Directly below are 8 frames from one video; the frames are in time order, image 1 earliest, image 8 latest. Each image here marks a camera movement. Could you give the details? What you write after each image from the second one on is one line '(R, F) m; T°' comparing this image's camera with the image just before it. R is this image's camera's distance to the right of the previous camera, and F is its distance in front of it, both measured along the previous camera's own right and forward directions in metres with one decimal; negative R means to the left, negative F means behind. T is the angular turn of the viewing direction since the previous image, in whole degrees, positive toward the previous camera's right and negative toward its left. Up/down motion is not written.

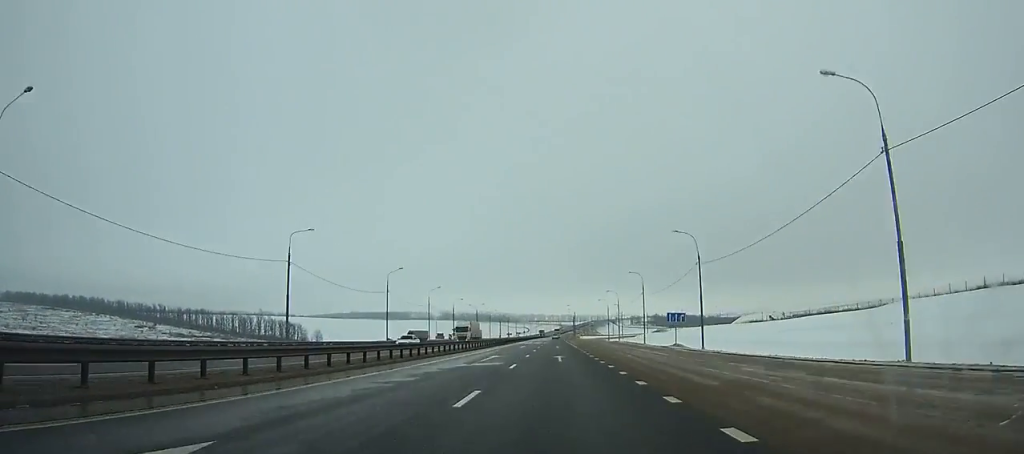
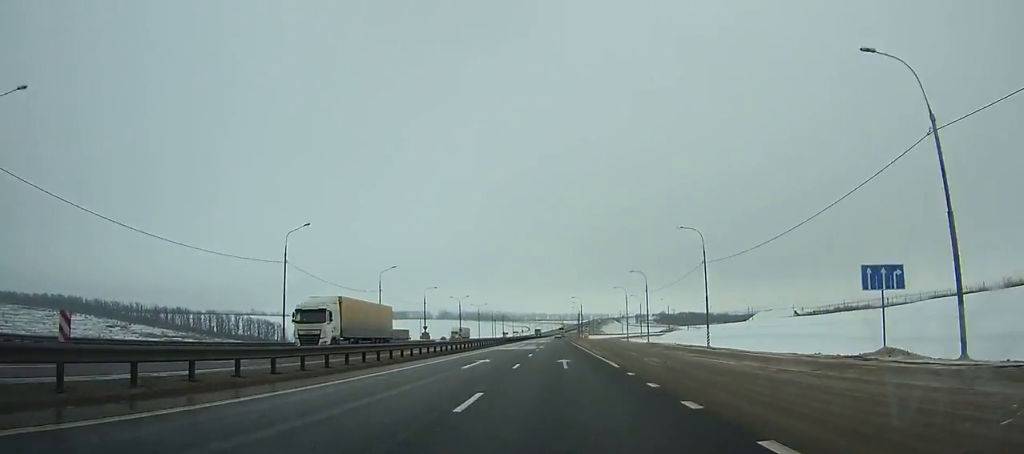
(0.0, +37.4) m; 0°
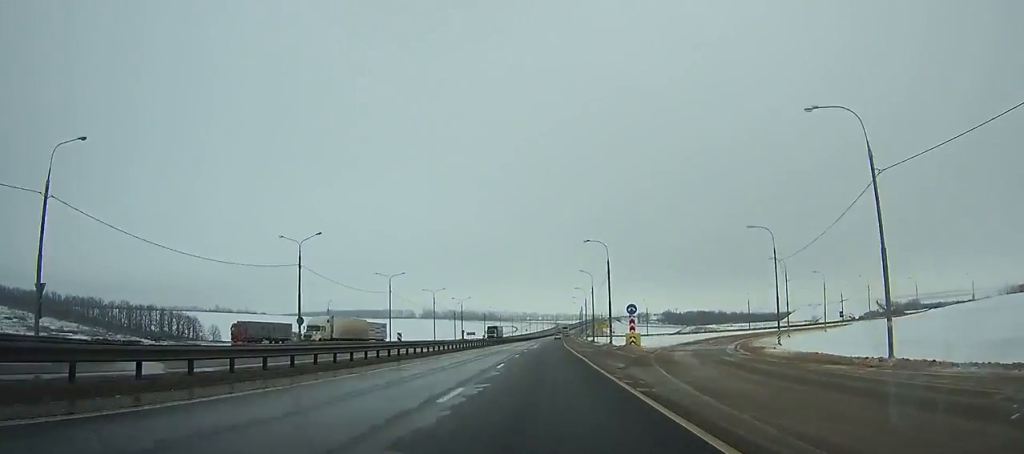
(+0.4, +94.6) m; 0°
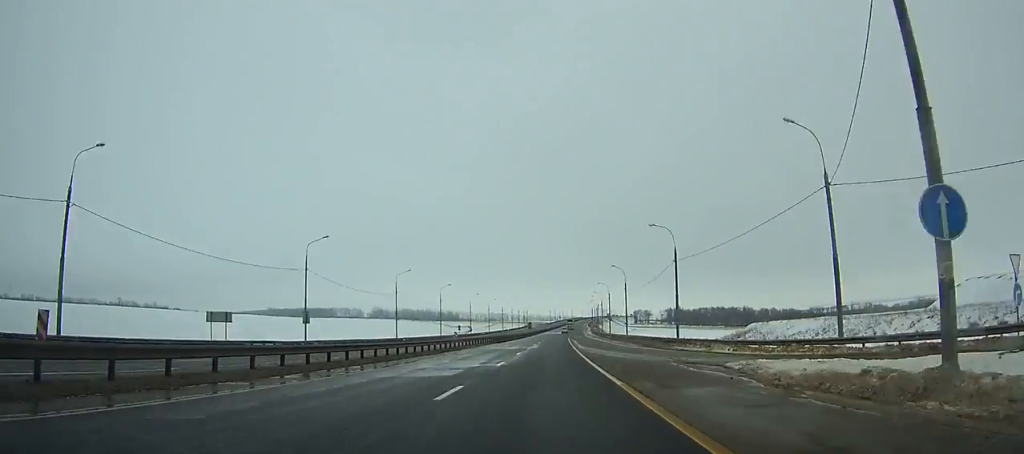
(+3.1, +180.7) m; +2°
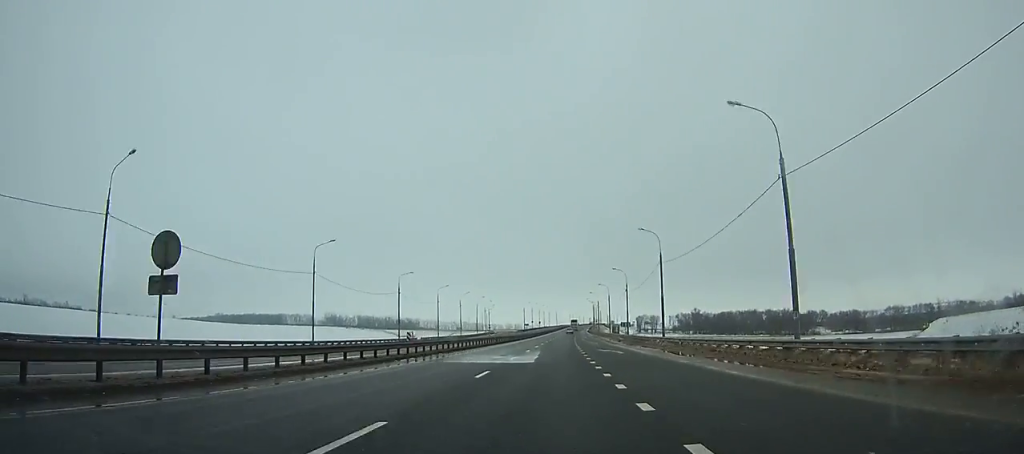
(+2.7, +136.4) m; +3°
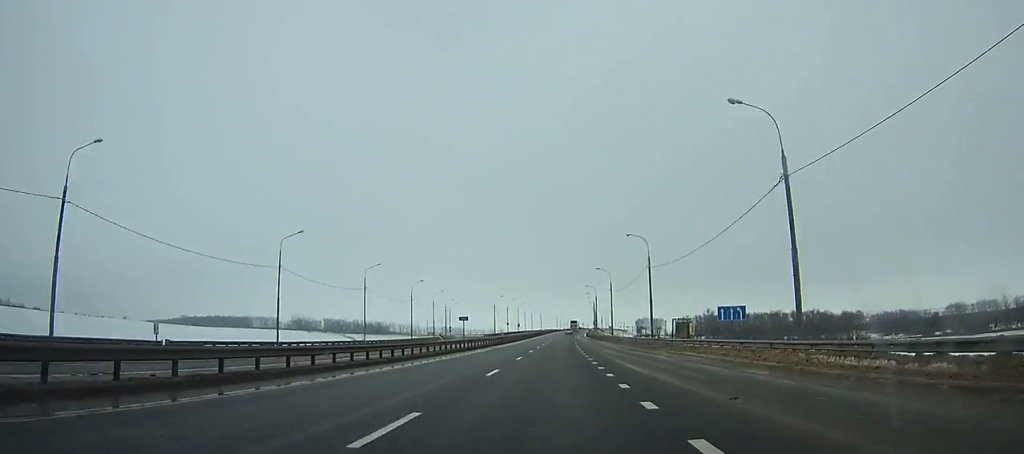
(+1.1, +70.1) m; +1°
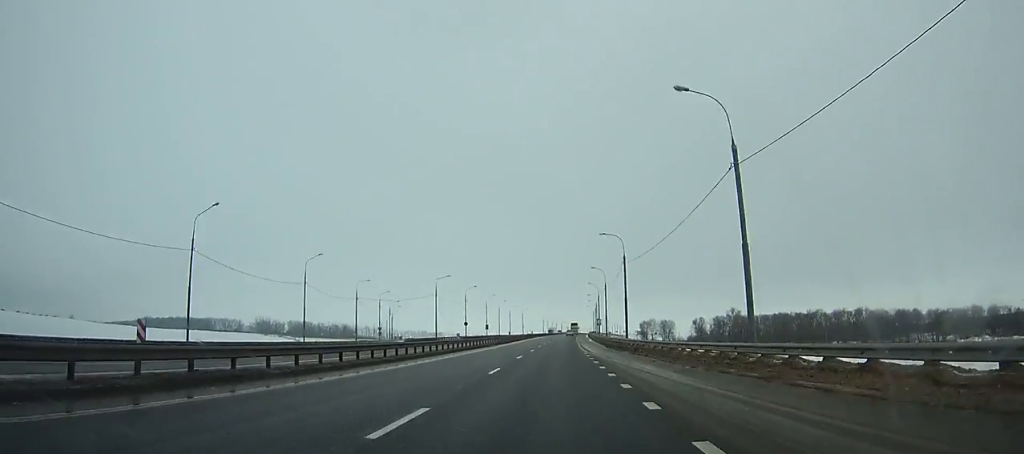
(+0.9, +70.2) m; +1°
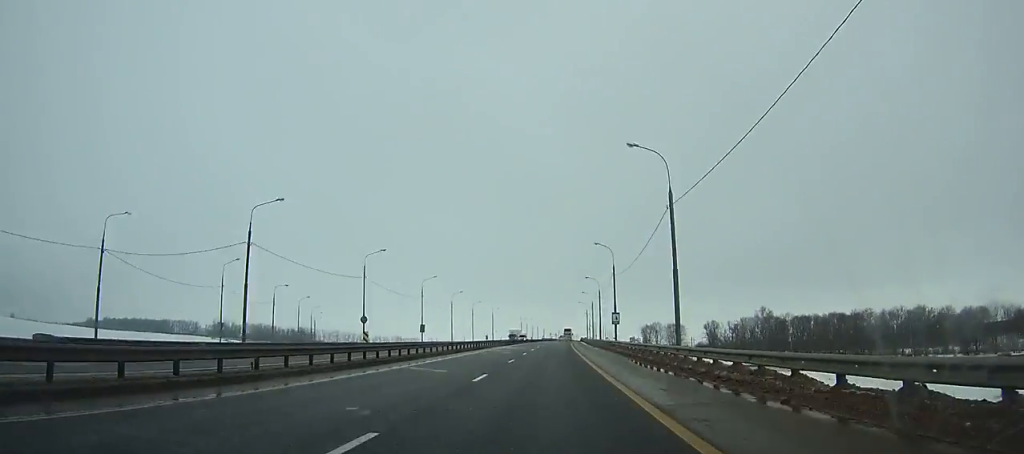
(+0.5, +61.4) m; +1°
